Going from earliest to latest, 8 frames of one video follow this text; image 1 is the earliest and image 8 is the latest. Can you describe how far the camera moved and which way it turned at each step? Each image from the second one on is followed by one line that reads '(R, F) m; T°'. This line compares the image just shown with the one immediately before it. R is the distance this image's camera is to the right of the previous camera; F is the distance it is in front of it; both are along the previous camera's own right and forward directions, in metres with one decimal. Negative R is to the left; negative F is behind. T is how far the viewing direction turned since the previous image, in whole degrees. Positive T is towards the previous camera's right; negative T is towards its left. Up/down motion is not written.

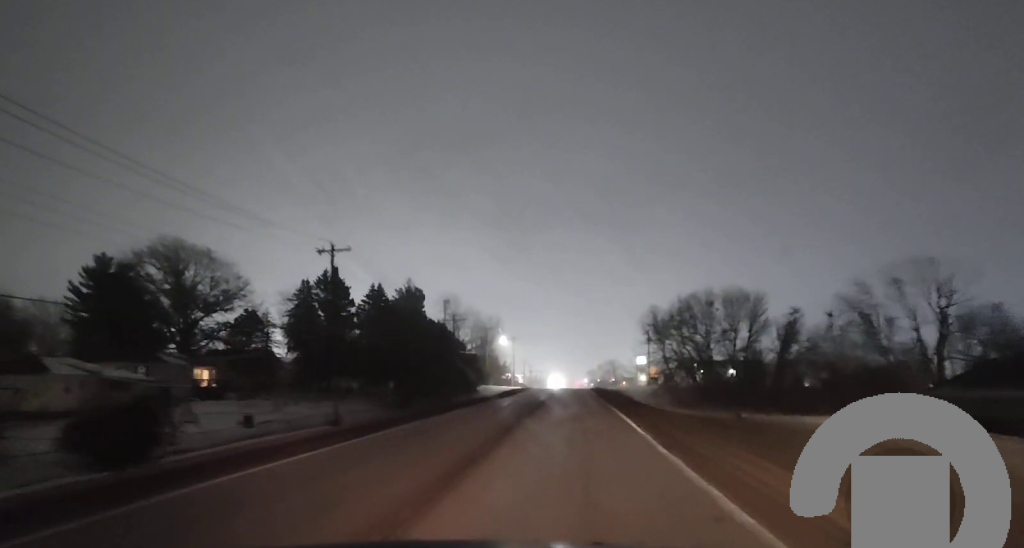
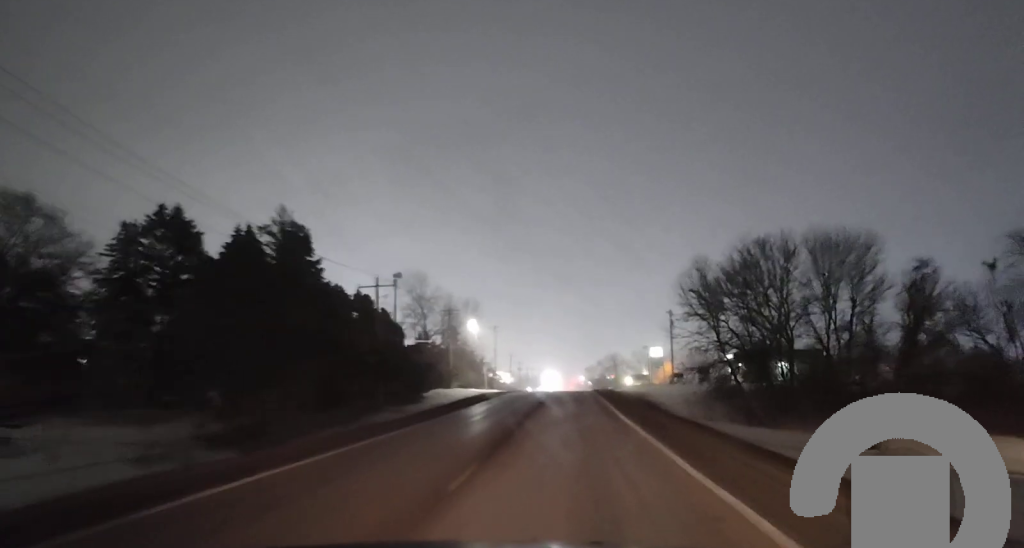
(0.0, +41.2) m; 0°
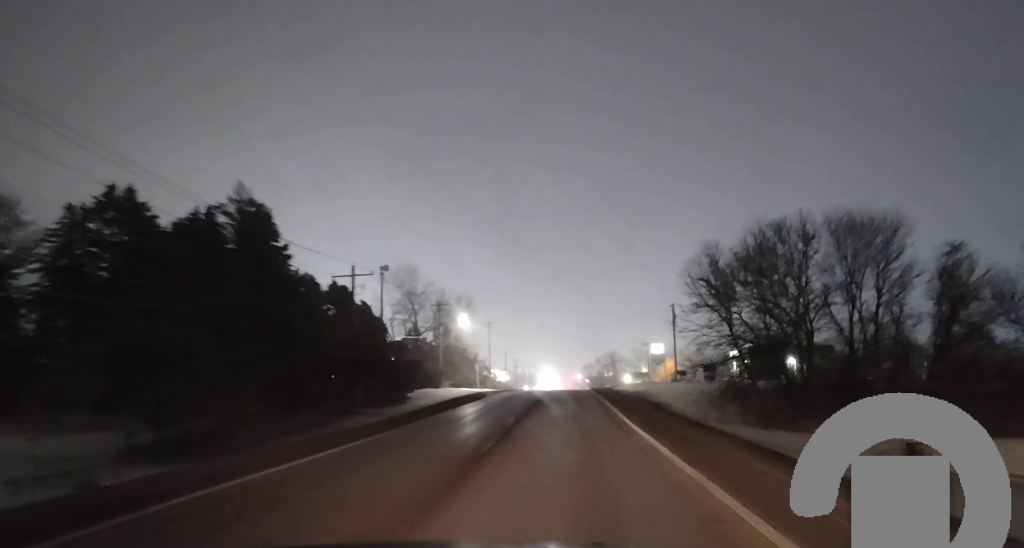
(+0.1, +6.7) m; 0°
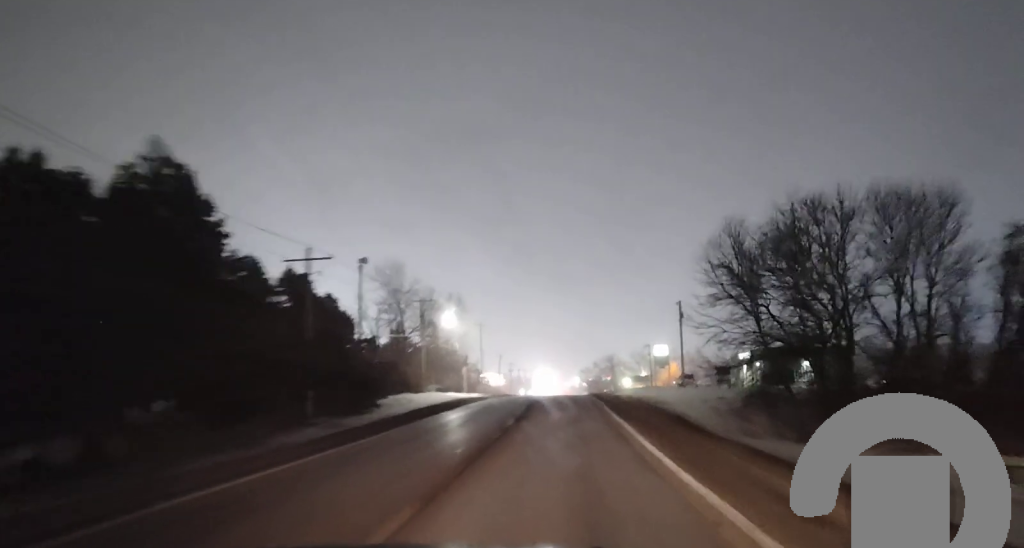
(0.0, +9.3) m; 0°
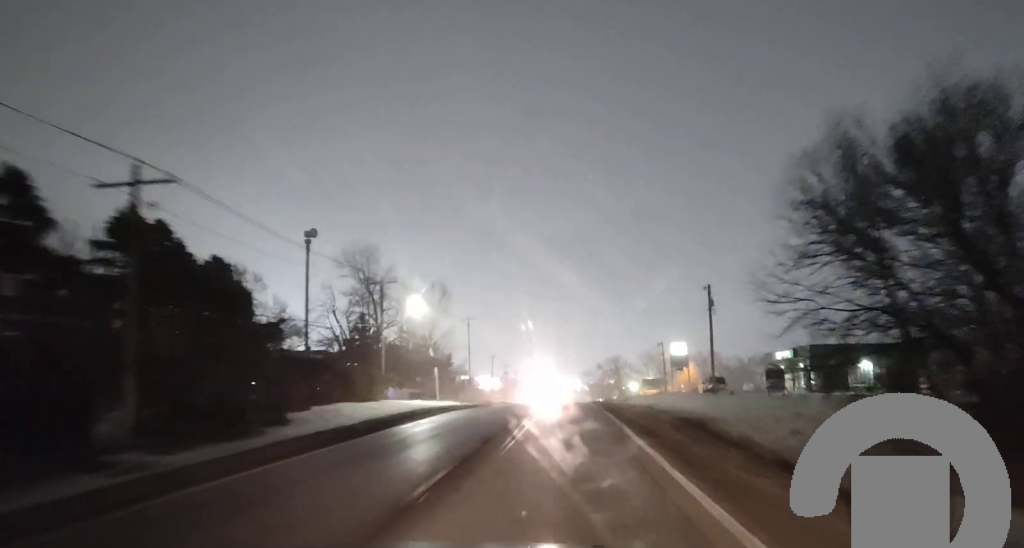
(+0.1, +20.4) m; +1°
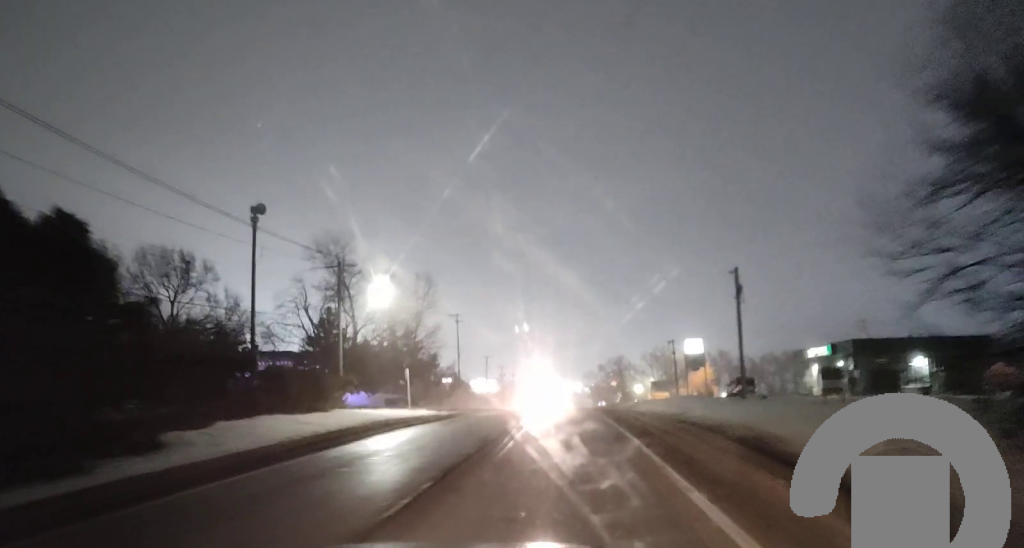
(+0.1, +13.6) m; +1°
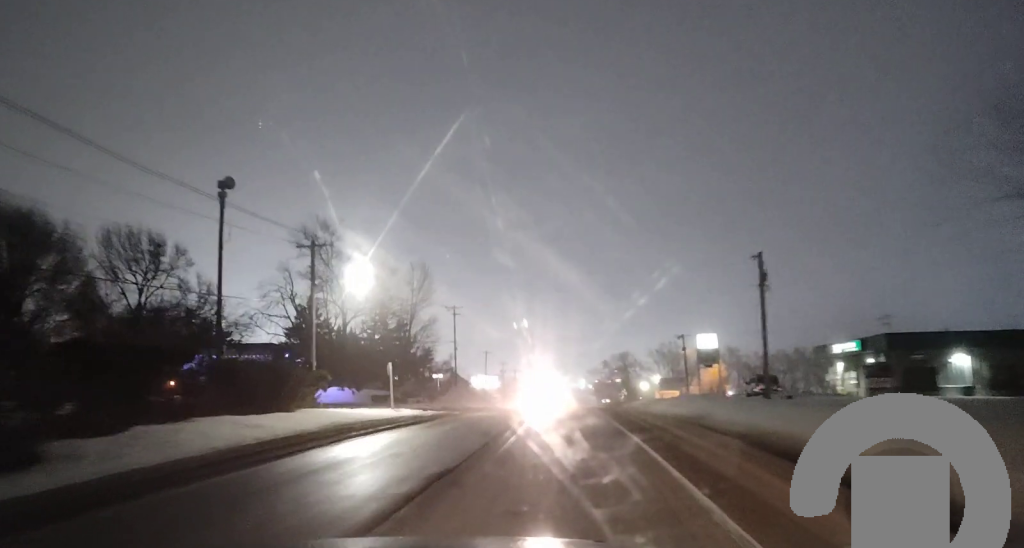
(0.0, +6.4) m; 0°
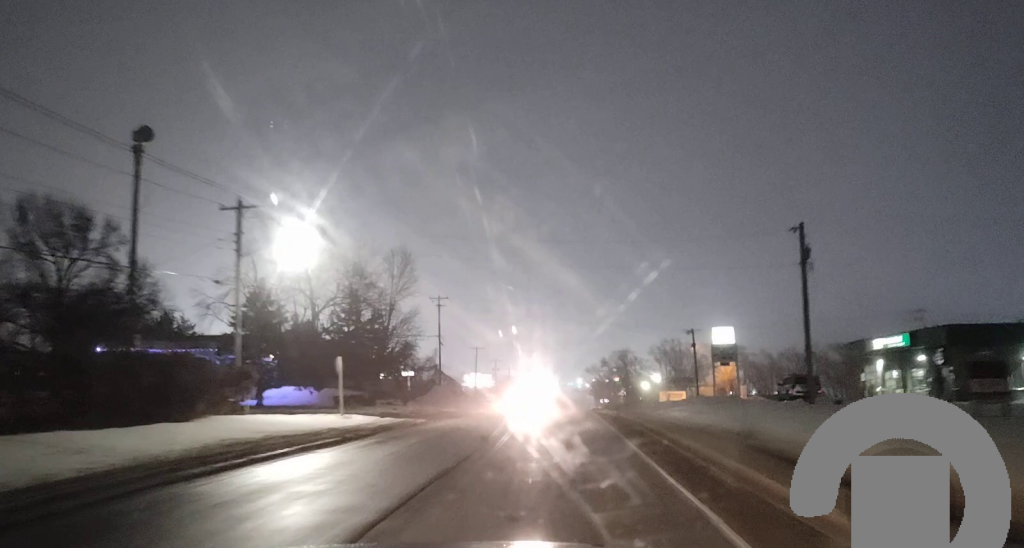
(+0.1, +11.3) m; 0°
